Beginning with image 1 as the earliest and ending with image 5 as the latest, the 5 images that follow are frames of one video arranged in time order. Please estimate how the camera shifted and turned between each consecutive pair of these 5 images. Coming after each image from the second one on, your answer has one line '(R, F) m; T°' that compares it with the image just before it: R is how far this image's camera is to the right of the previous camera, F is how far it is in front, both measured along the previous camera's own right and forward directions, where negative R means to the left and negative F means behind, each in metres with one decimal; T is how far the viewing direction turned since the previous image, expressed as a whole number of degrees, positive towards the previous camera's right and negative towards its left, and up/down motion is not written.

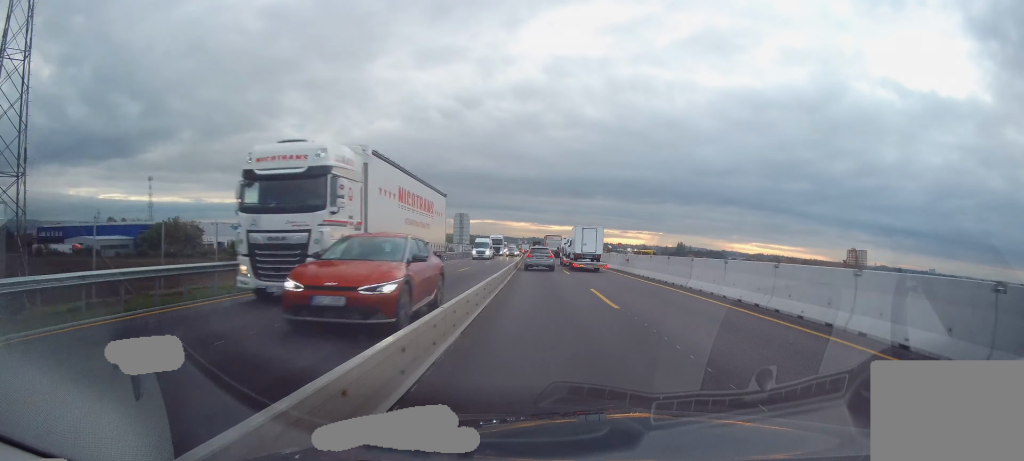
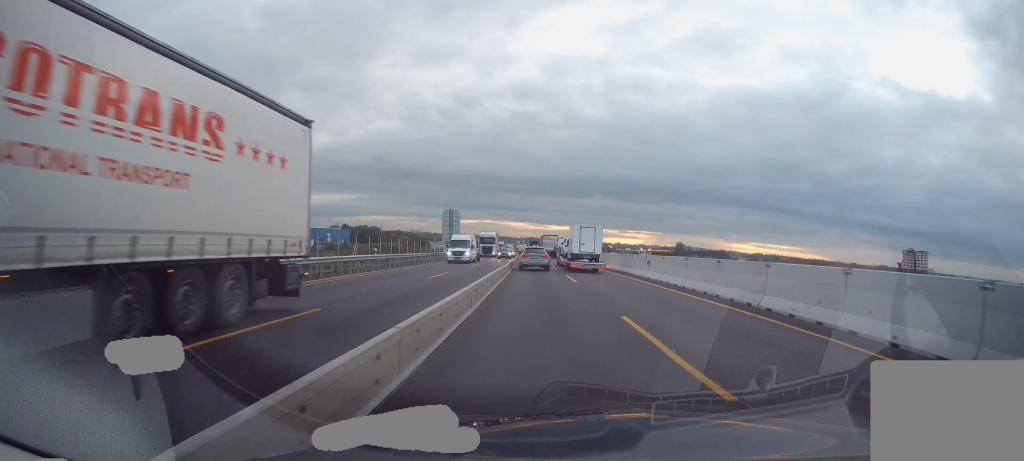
(-0.1, +7.5) m; +1°
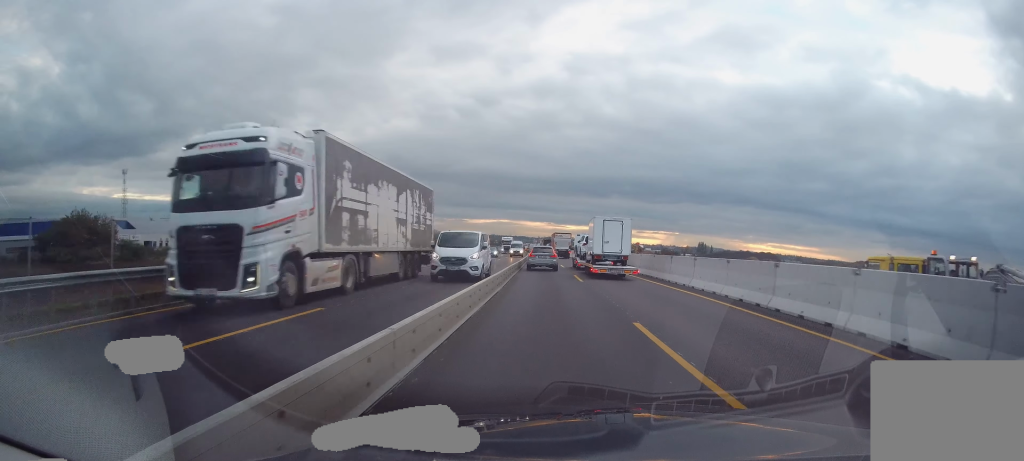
(-0.1, +36.2) m; -2°
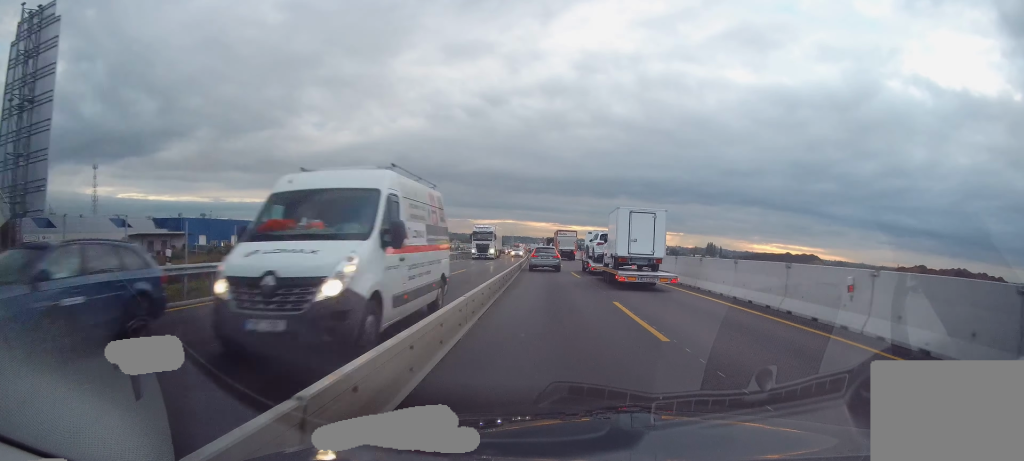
(0.0, +32.5) m; 0°
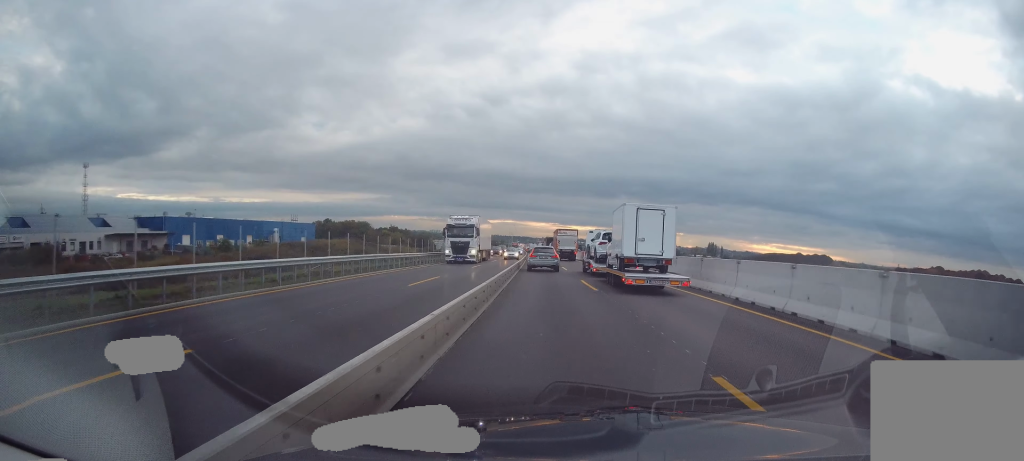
(0.0, +8.1) m; 0°
